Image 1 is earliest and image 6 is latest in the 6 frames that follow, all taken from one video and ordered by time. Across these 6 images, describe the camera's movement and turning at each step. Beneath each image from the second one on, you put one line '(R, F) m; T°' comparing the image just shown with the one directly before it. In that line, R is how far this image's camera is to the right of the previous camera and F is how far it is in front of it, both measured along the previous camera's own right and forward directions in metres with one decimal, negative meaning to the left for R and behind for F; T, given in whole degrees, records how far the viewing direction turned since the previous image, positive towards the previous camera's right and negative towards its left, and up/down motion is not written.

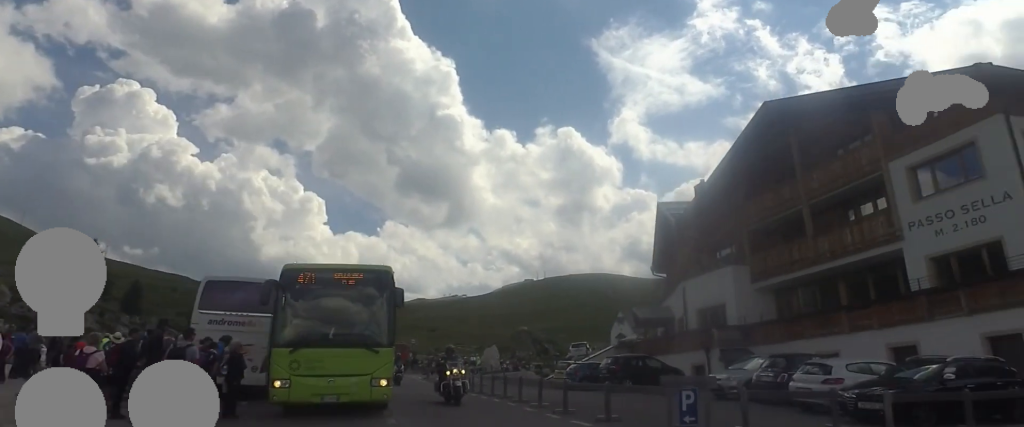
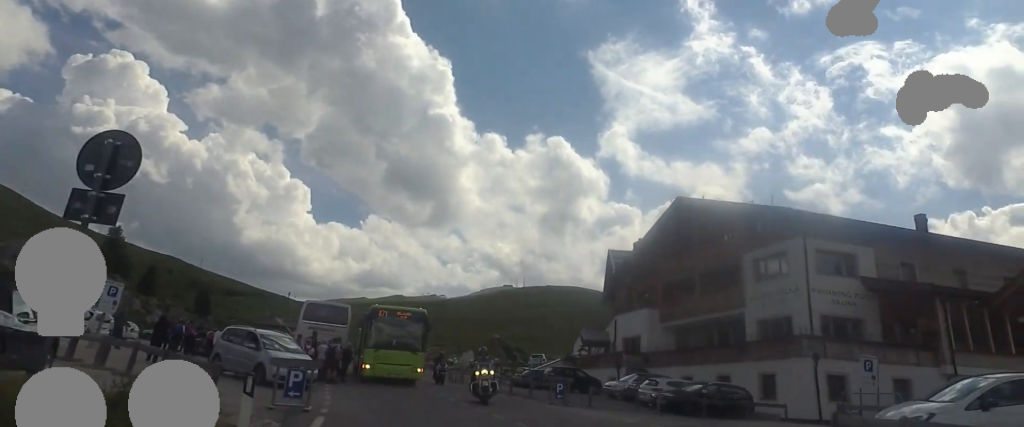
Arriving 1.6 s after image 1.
(-0.2, +12.8) m; +2°
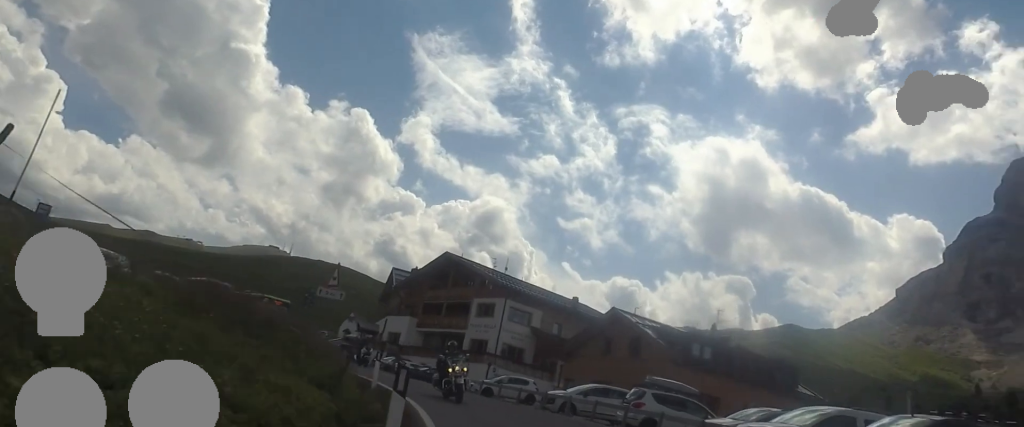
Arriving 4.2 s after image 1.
(+7.0, +23.0) m; +33°
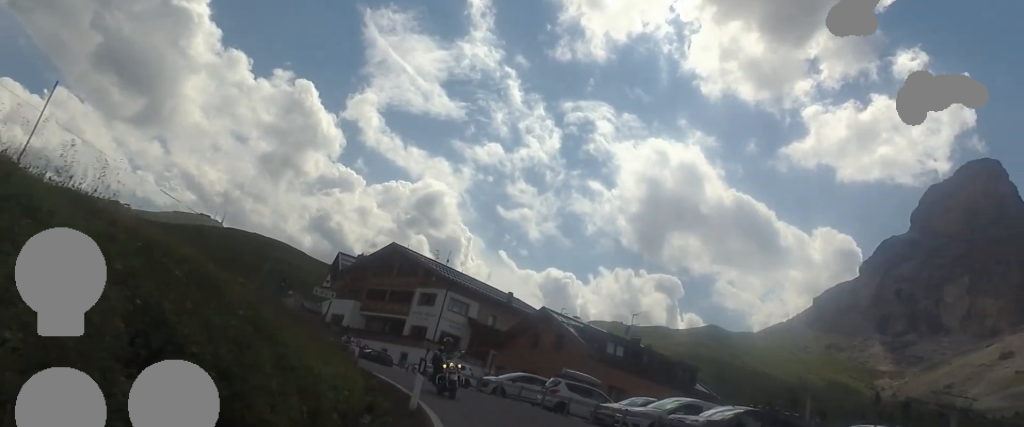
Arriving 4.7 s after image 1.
(+0.3, +5.3) m; +5°
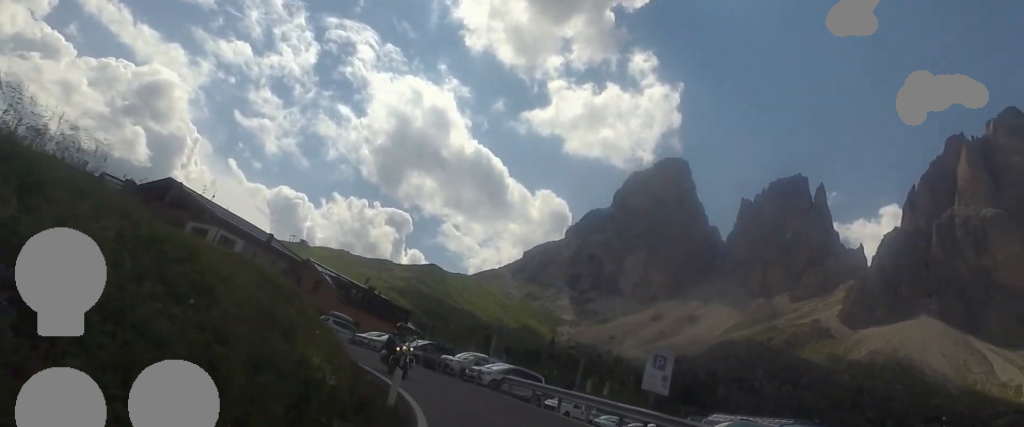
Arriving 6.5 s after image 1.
(+3.4, +18.2) m; +19°
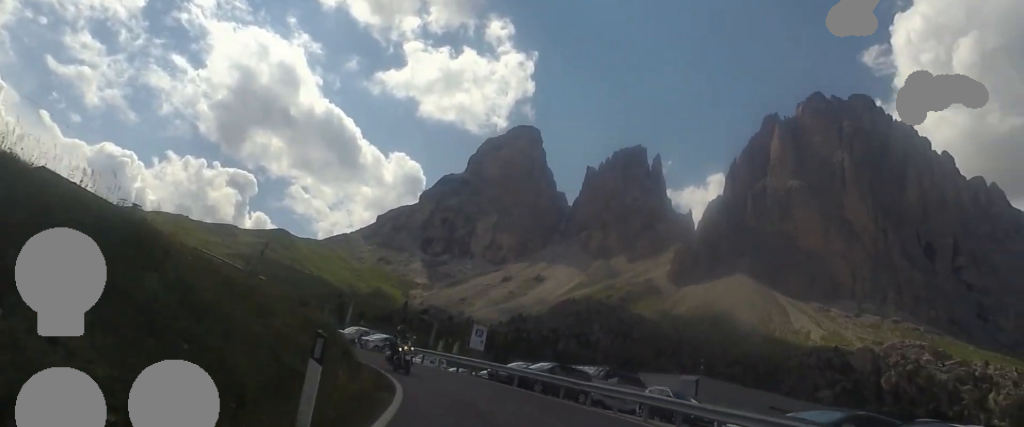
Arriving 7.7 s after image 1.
(+0.2, +15.2) m; +6°
